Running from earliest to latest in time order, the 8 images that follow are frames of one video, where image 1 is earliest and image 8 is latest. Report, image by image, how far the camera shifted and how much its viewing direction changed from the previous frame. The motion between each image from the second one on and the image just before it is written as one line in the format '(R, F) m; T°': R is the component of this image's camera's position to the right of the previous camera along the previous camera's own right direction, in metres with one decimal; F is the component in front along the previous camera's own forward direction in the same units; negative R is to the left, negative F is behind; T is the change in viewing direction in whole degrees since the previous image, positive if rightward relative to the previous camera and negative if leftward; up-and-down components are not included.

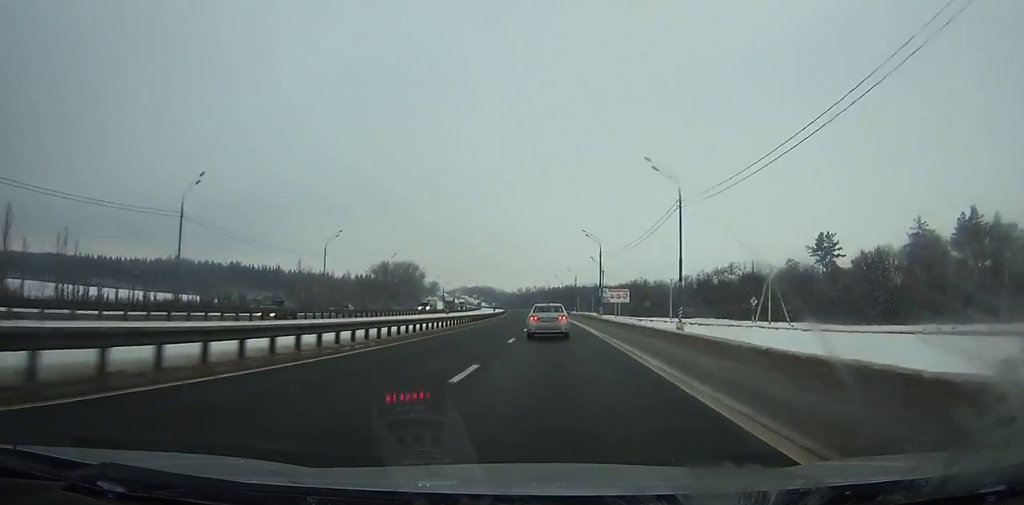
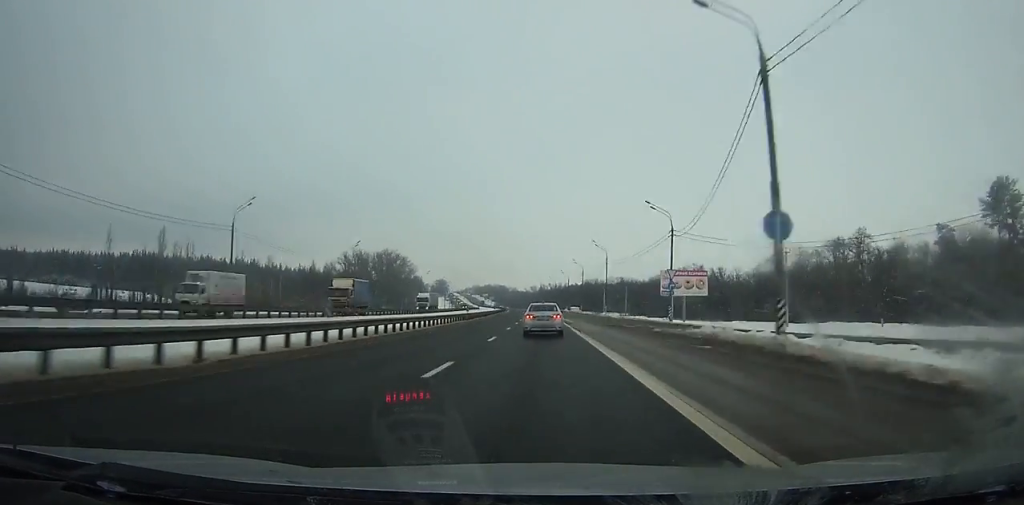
(-1.3, +60.7) m; -2°
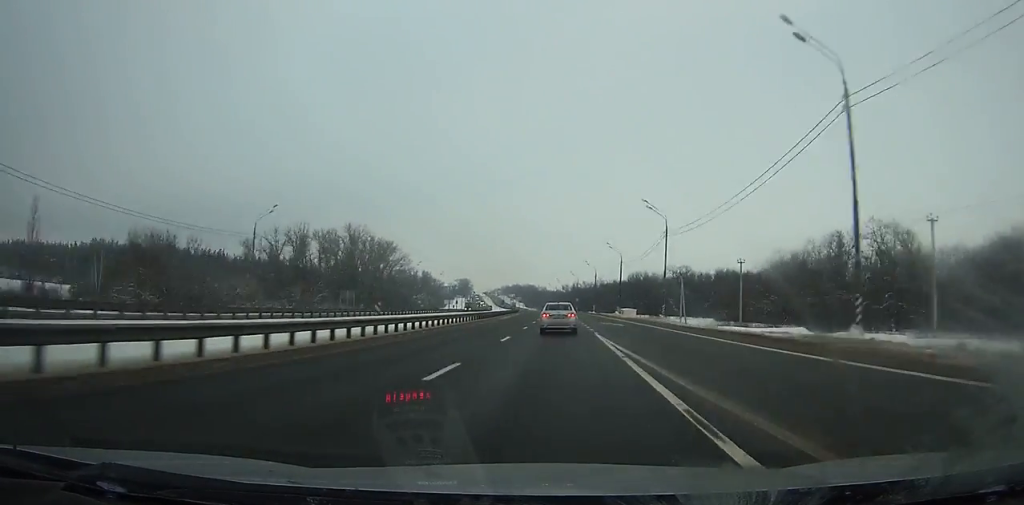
(-1.5, +73.1) m; -2°
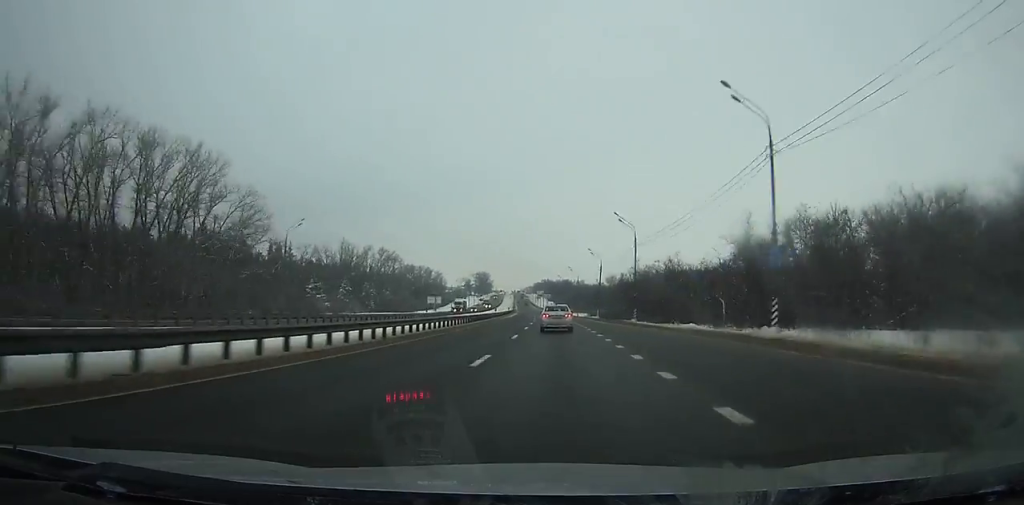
(-3.9, +141.2) m; -4°
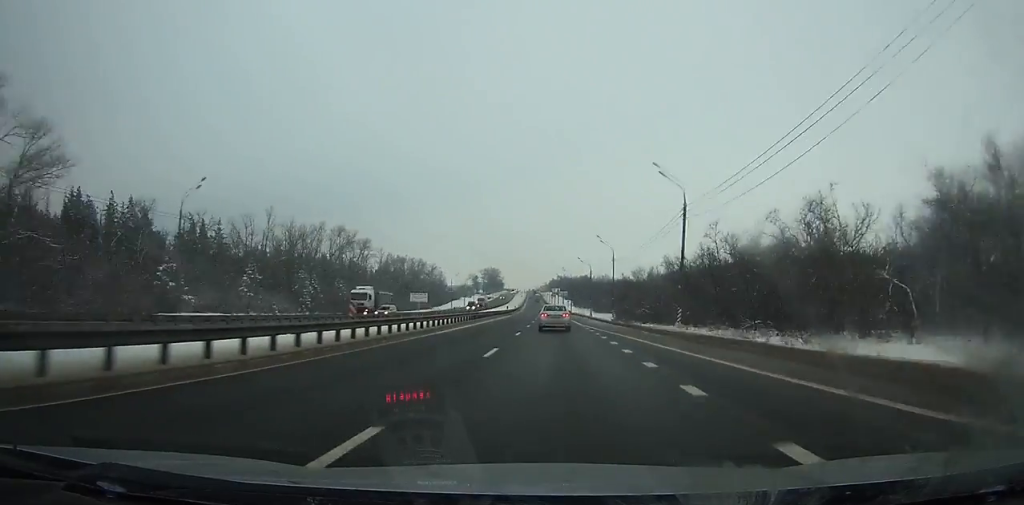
(-1.5, +58.9) m; -1°
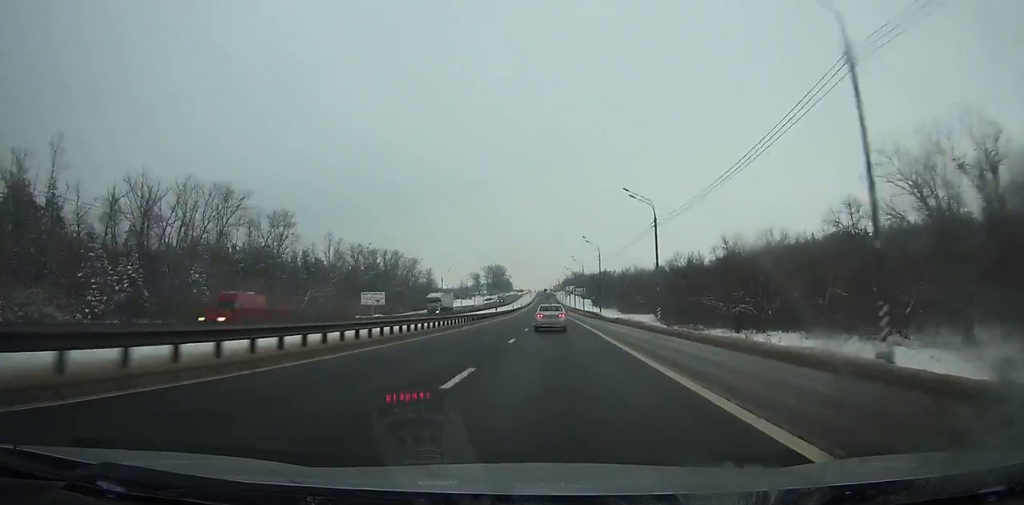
(-0.9, +65.0) m; -1°
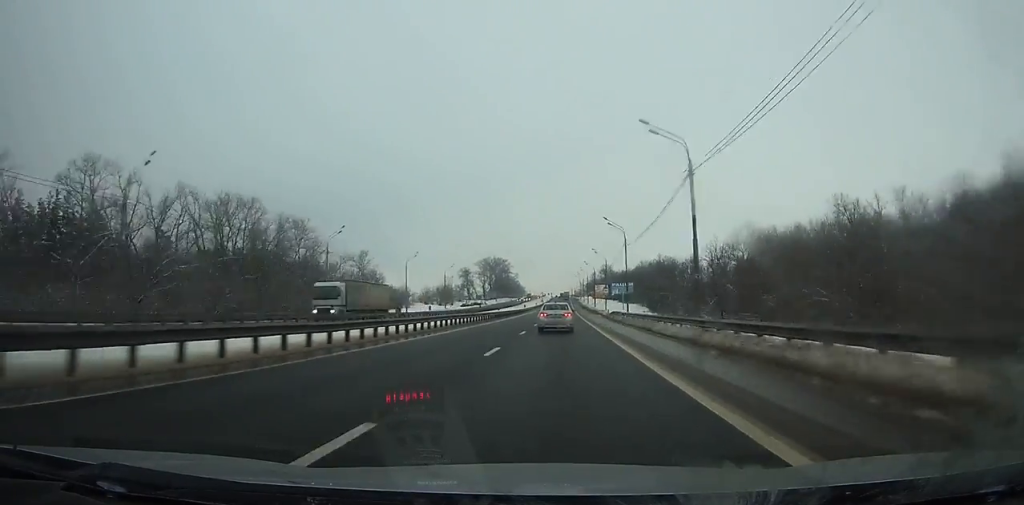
(-1.6, +122.8) m; -1°
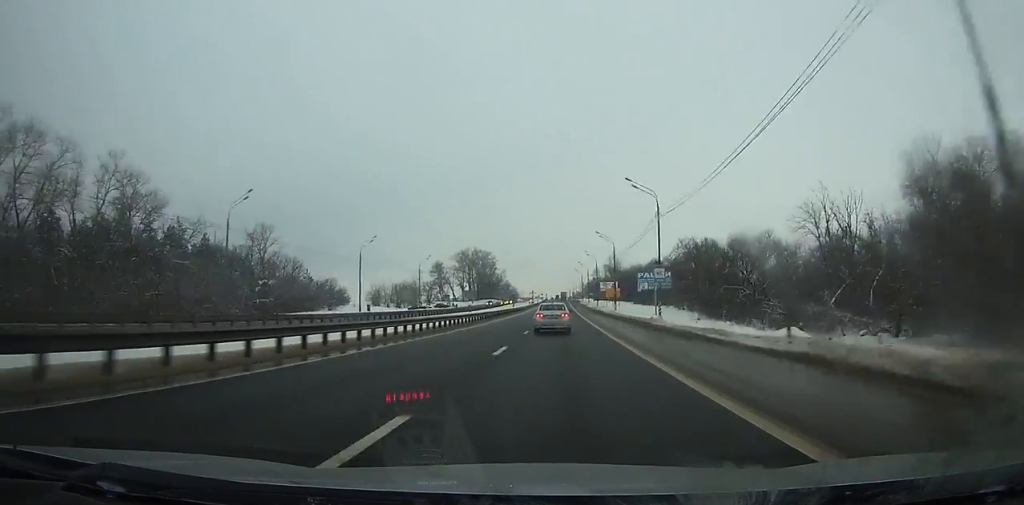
(0.0, +57.0) m; 0°
